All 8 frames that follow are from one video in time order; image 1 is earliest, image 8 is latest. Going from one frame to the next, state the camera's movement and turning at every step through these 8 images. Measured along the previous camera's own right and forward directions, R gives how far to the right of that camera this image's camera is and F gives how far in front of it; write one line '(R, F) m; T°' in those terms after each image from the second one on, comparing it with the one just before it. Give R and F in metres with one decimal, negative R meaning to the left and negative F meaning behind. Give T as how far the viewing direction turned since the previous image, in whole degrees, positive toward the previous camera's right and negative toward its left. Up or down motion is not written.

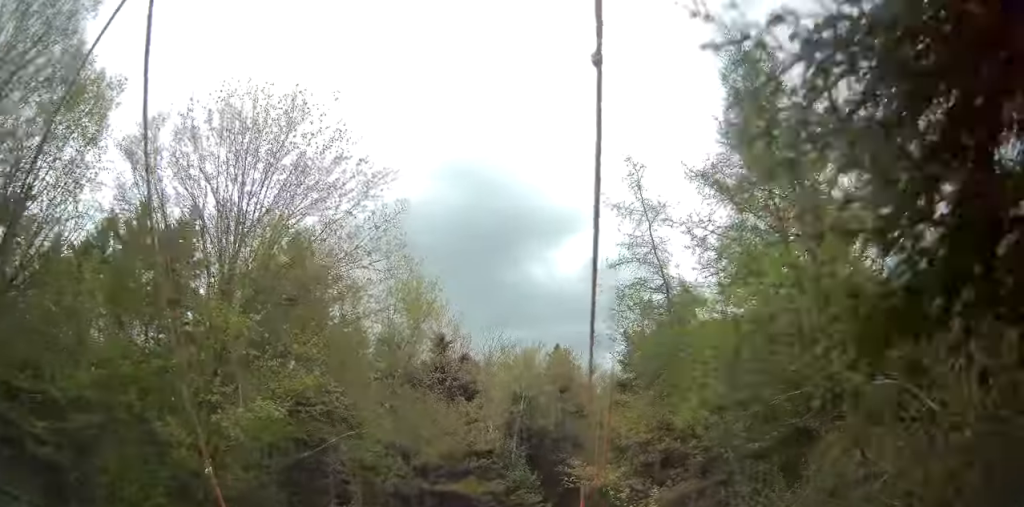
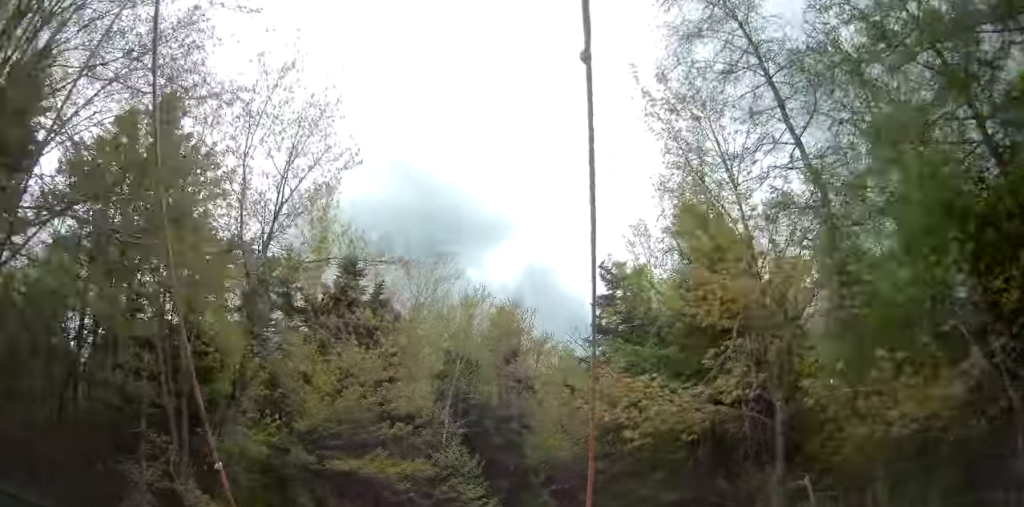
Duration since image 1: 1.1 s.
(+0.4, +11.1) m; +7°
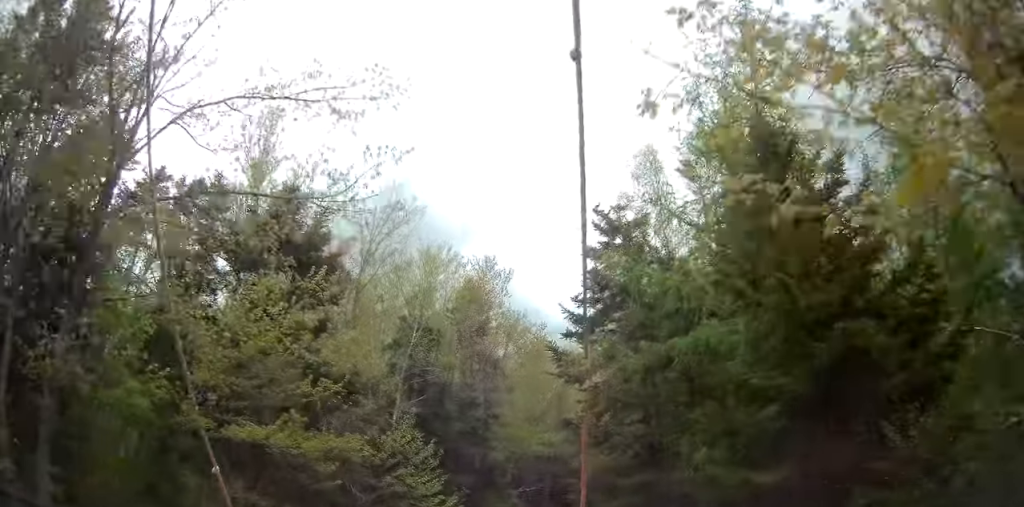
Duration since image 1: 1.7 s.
(+0.3, +5.8) m; +5°
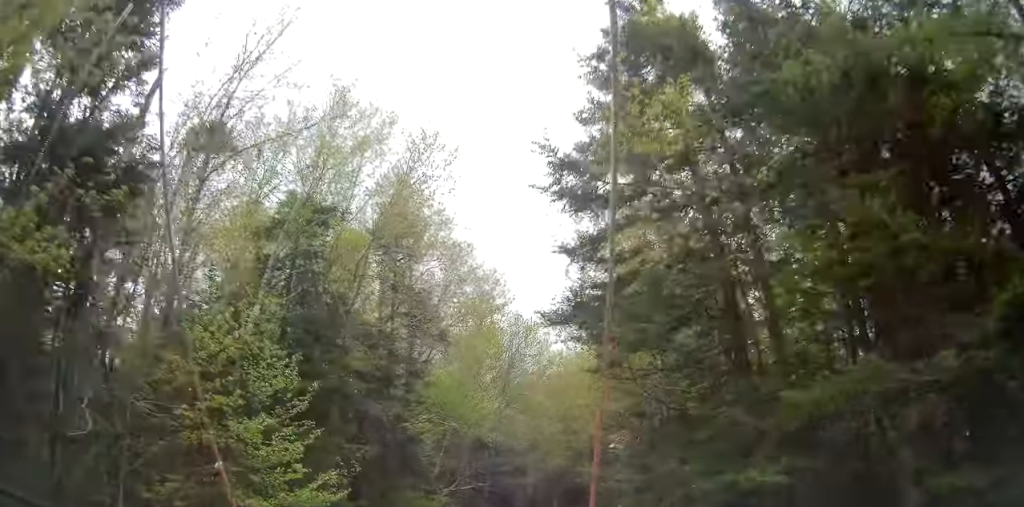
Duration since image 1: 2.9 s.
(+0.8, +11.1) m; +7°
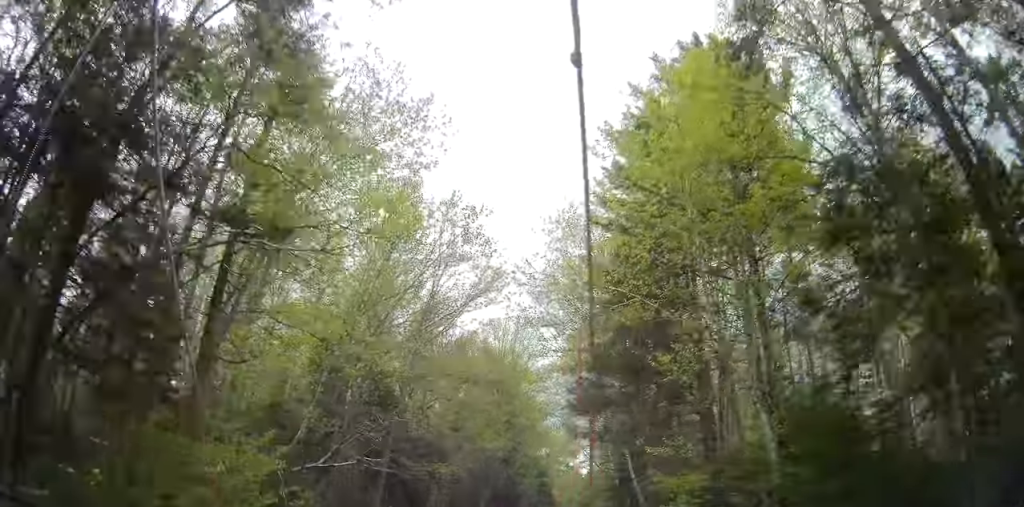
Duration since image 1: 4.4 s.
(+1.0, +14.4) m; +8°
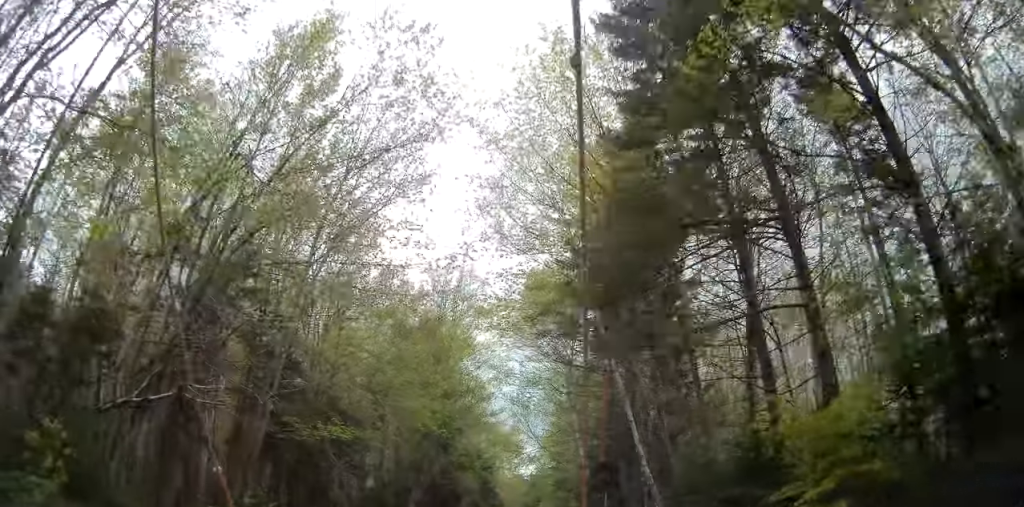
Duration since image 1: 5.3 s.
(+0.4, +8.5) m; +5°
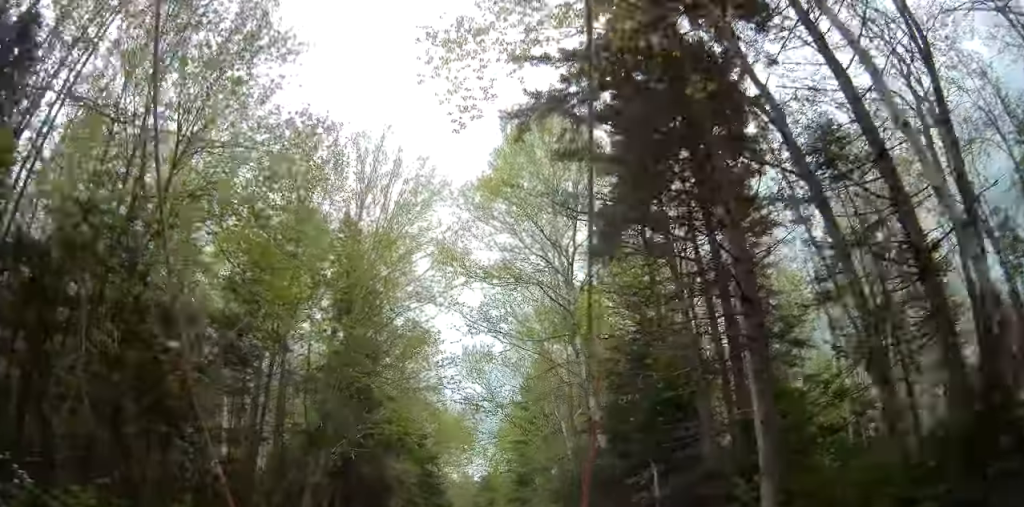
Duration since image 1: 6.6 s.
(+0.7, +12.4) m; +5°
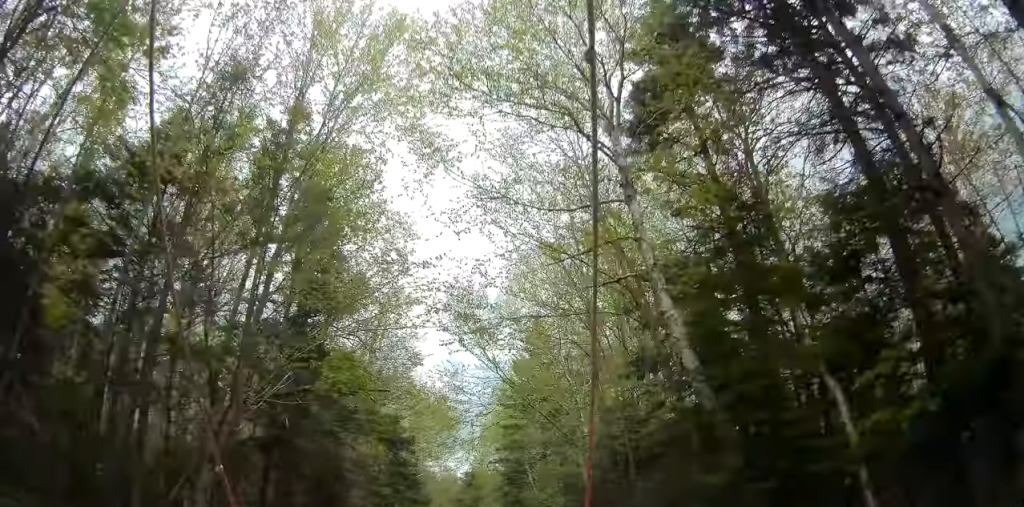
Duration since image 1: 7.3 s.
(+0.1, +7.3) m; +2°
